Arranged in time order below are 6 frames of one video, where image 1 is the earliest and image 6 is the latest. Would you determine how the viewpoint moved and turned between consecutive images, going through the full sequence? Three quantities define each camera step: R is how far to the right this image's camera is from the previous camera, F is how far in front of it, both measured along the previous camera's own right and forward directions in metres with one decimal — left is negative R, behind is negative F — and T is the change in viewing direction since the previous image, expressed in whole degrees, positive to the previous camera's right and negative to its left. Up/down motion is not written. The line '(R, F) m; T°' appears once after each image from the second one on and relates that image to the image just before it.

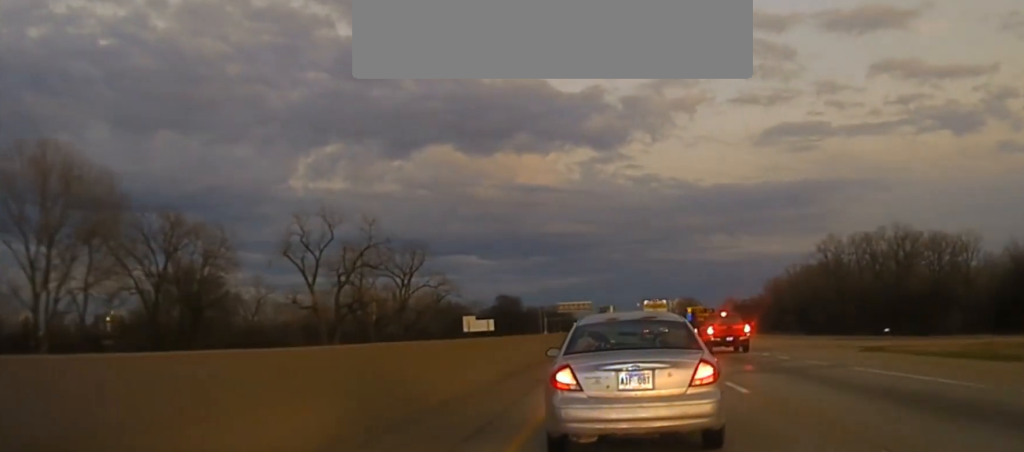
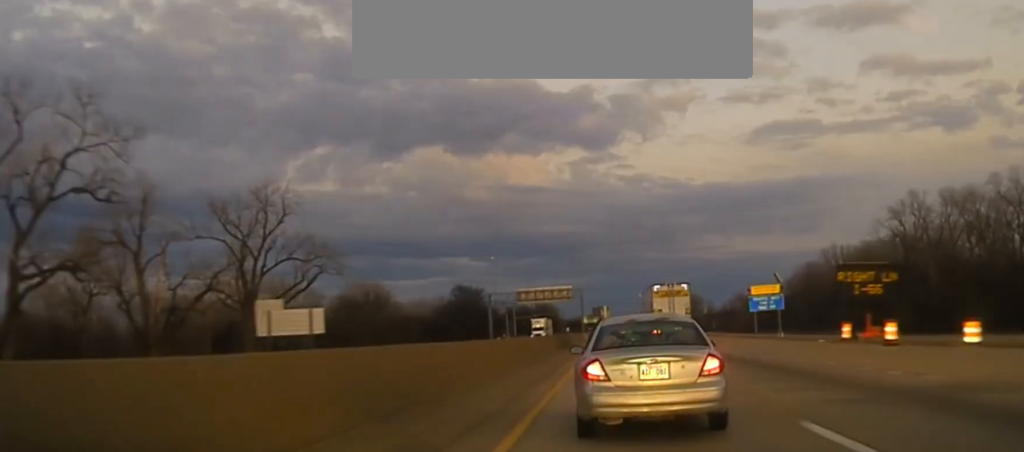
(+1.3, +86.0) m; +1°
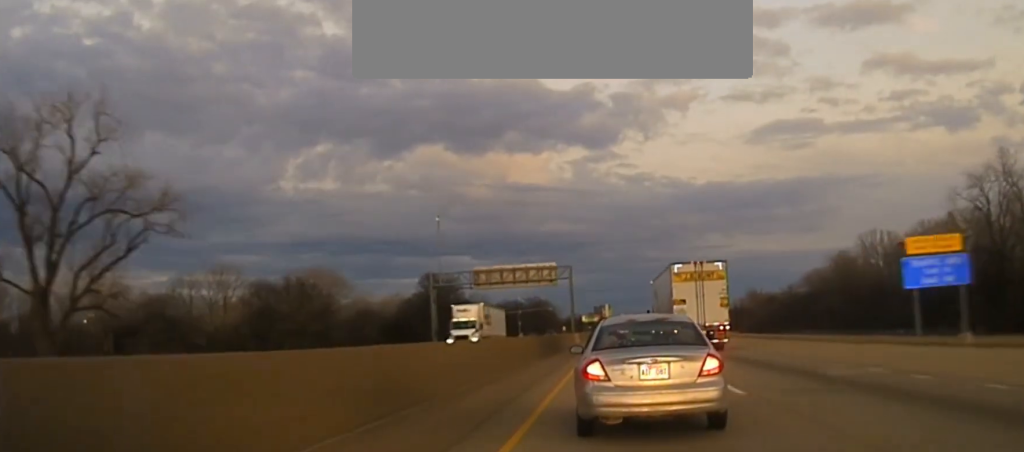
(-0.7, +50.9) m; -1°
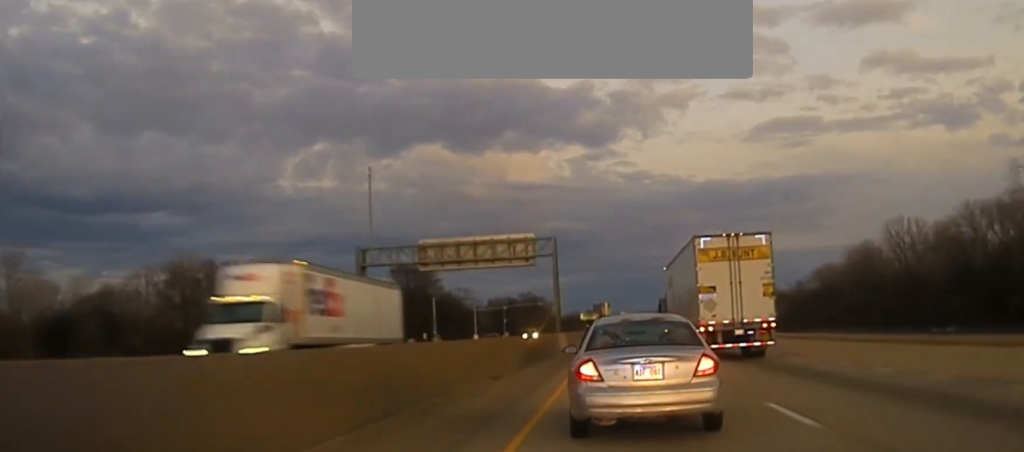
(0.0, +29.1) m; 0°
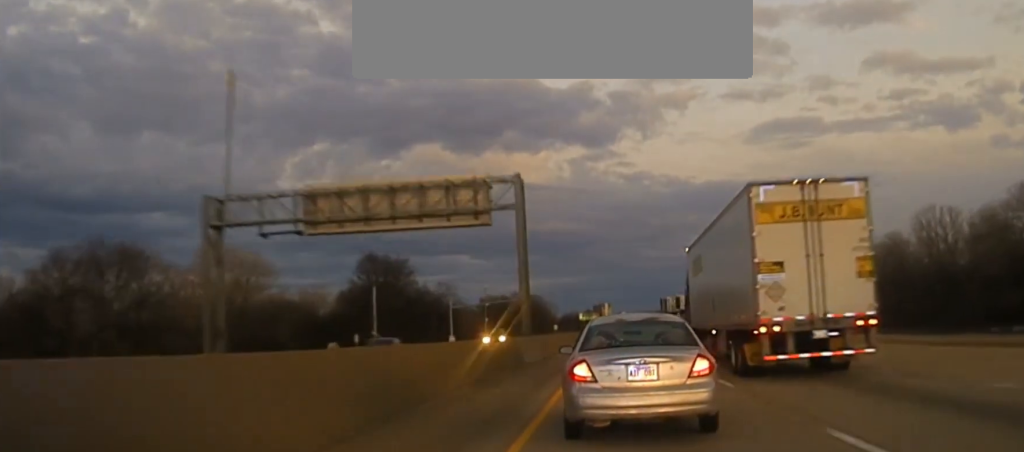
(+0.1, +29.6) m; 0°
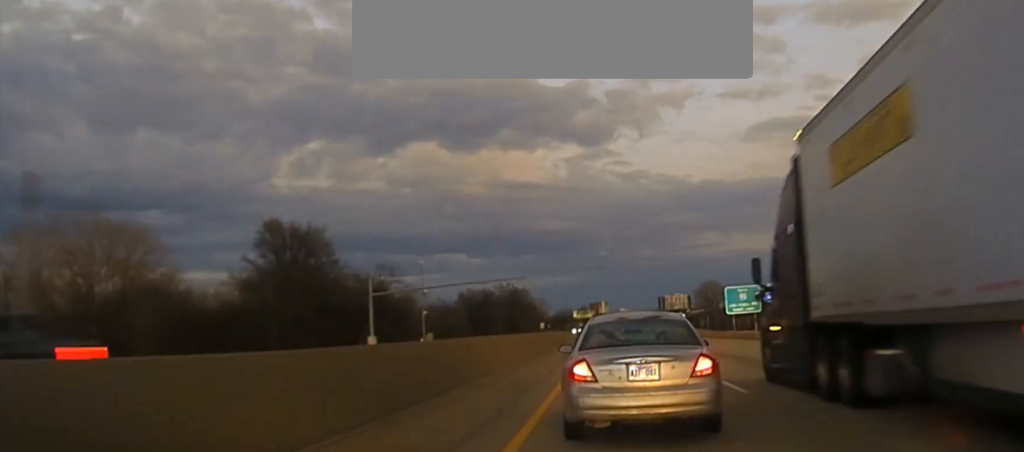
(-0.1, +49.2) m; 0°
